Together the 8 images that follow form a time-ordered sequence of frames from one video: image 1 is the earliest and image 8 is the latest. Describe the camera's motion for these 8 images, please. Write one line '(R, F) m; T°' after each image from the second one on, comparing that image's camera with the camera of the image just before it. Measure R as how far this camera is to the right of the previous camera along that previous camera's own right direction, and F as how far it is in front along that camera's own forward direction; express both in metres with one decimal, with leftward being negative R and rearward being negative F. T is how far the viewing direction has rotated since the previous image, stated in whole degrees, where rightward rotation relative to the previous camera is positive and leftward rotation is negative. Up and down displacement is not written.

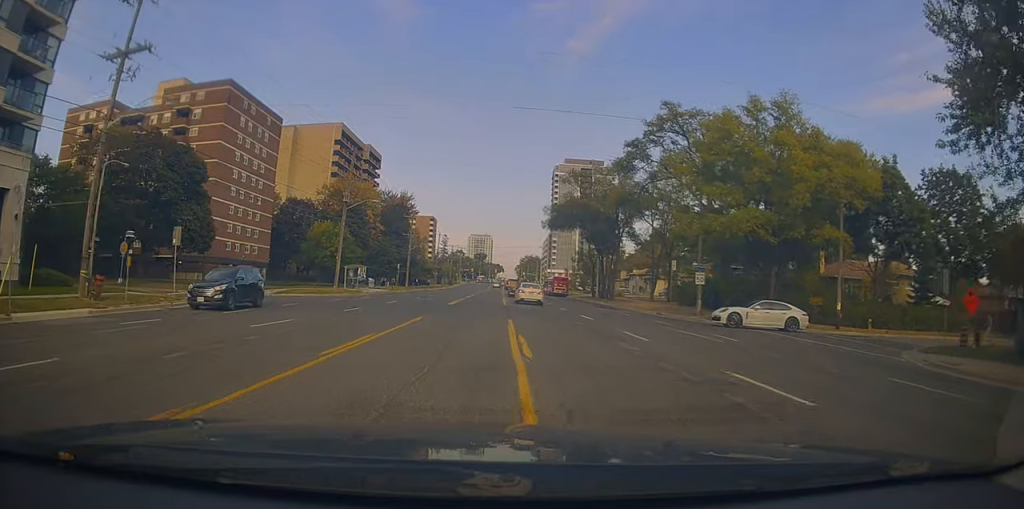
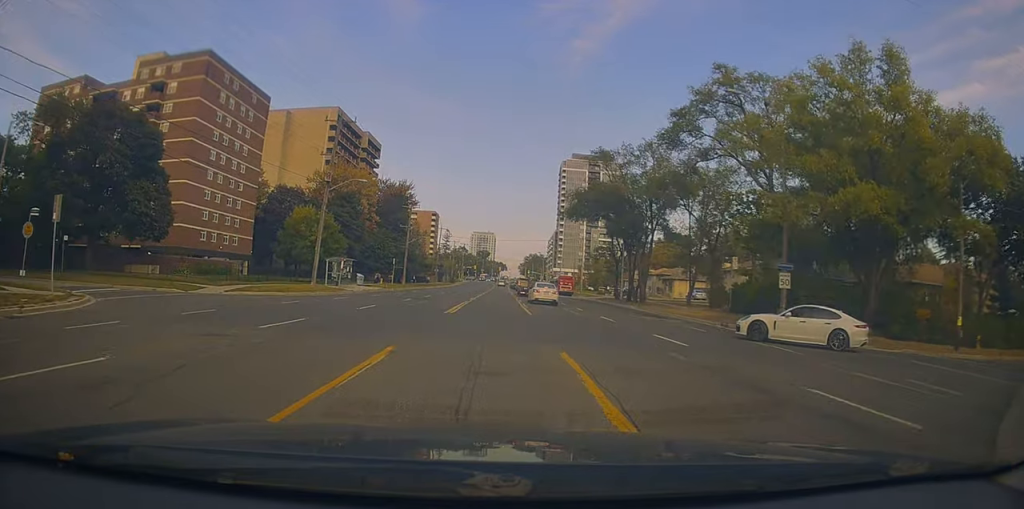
(+0.2, +10.4) m; +2°
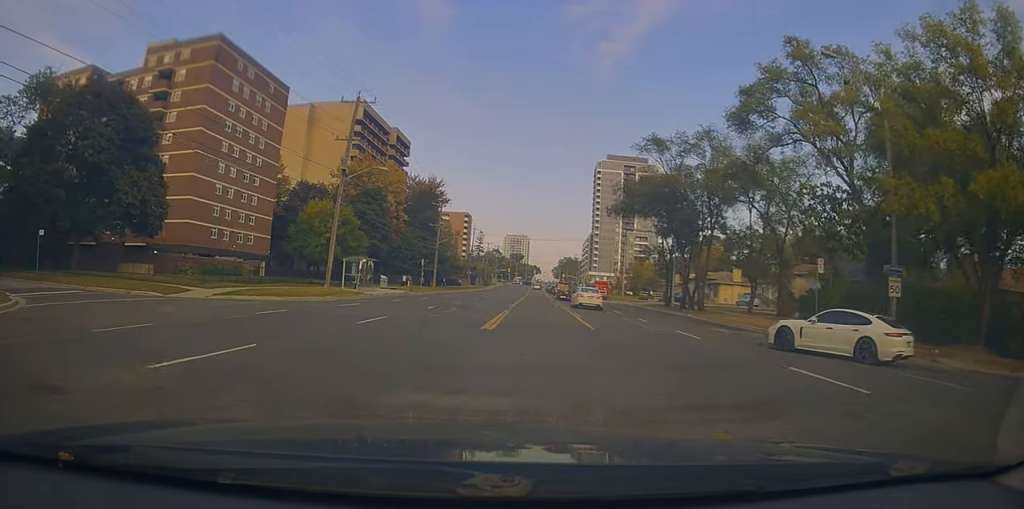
(+0.2, +6.9) m; -3°
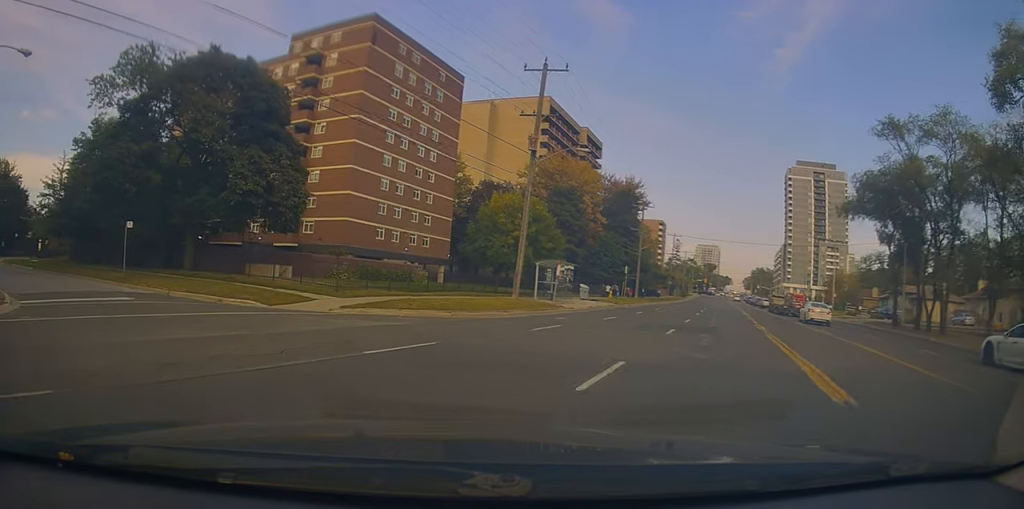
(-1.3, +9.0) m; -18°
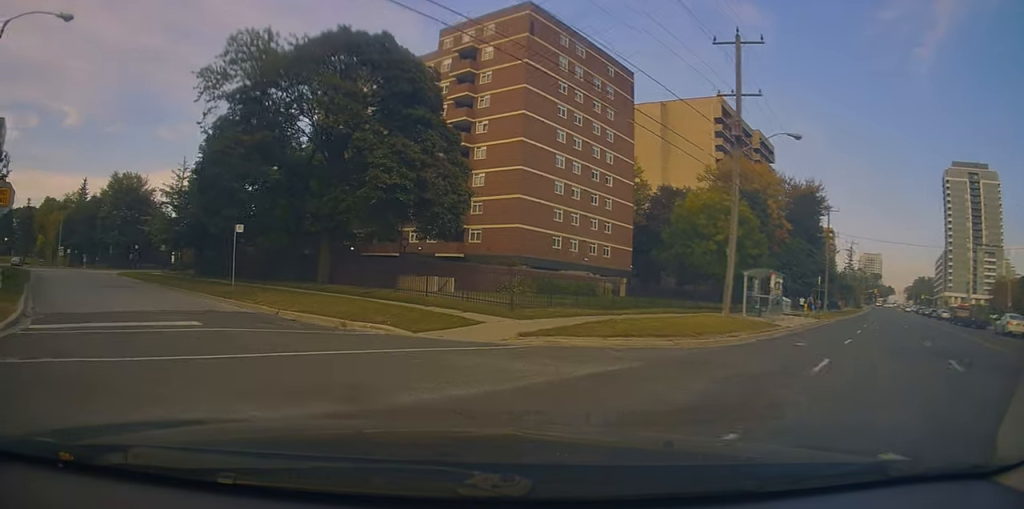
(-0.7, +6.0) m; -14°
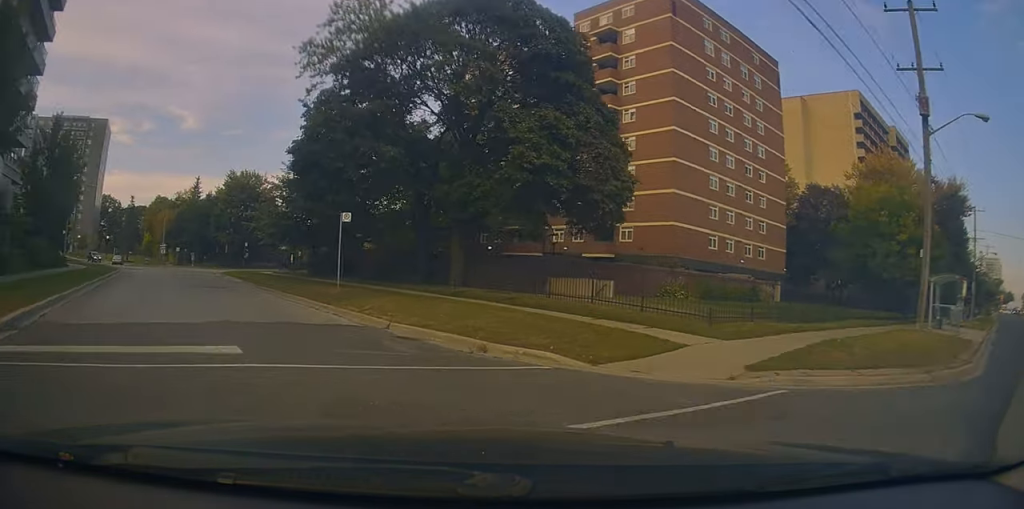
(-0.2, +4.7) m; -13°
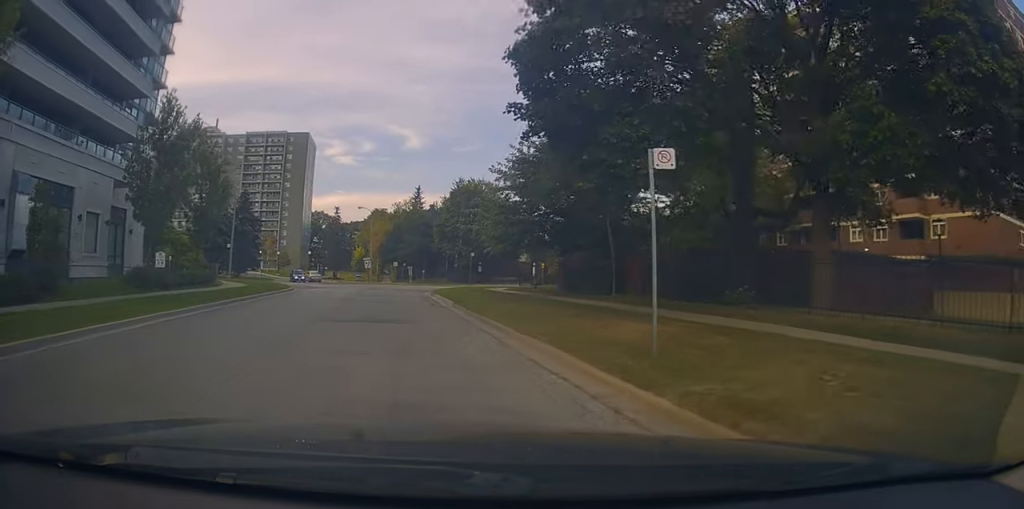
(-3.0, +11.2) m; -27°
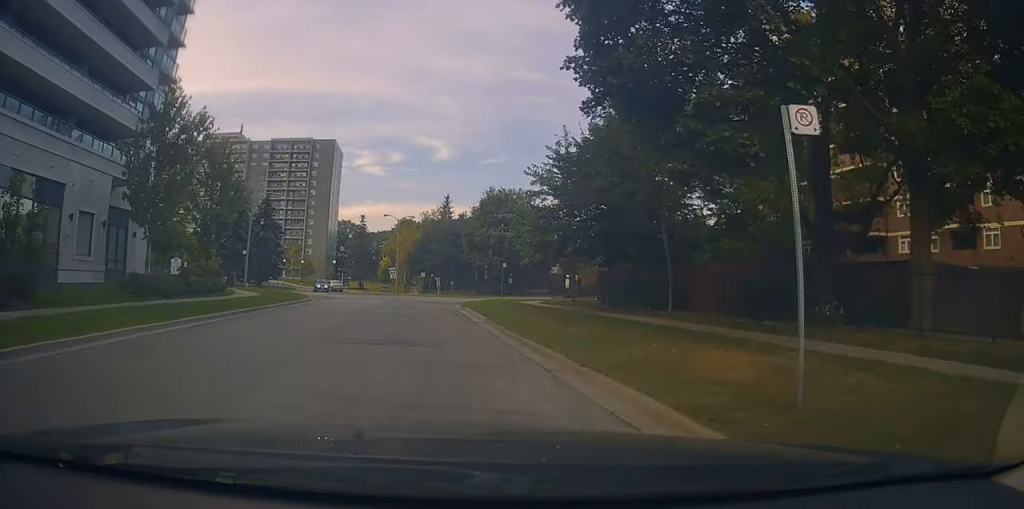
(-0.4, +2.8) m; -6°
